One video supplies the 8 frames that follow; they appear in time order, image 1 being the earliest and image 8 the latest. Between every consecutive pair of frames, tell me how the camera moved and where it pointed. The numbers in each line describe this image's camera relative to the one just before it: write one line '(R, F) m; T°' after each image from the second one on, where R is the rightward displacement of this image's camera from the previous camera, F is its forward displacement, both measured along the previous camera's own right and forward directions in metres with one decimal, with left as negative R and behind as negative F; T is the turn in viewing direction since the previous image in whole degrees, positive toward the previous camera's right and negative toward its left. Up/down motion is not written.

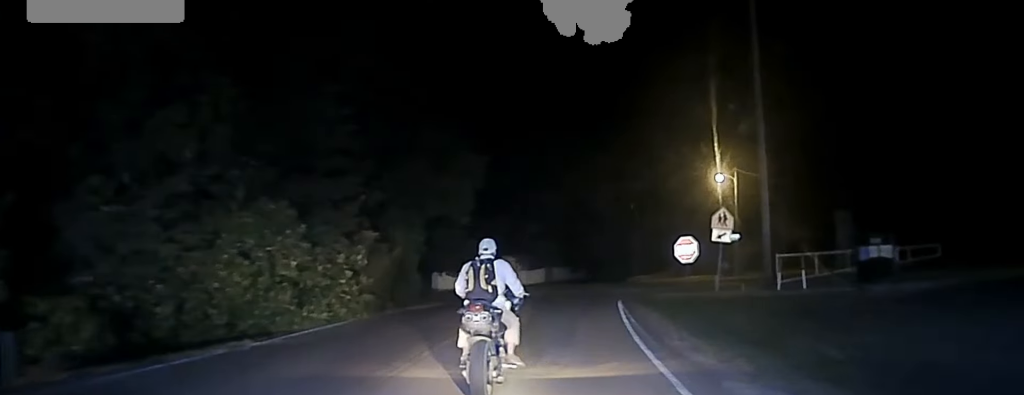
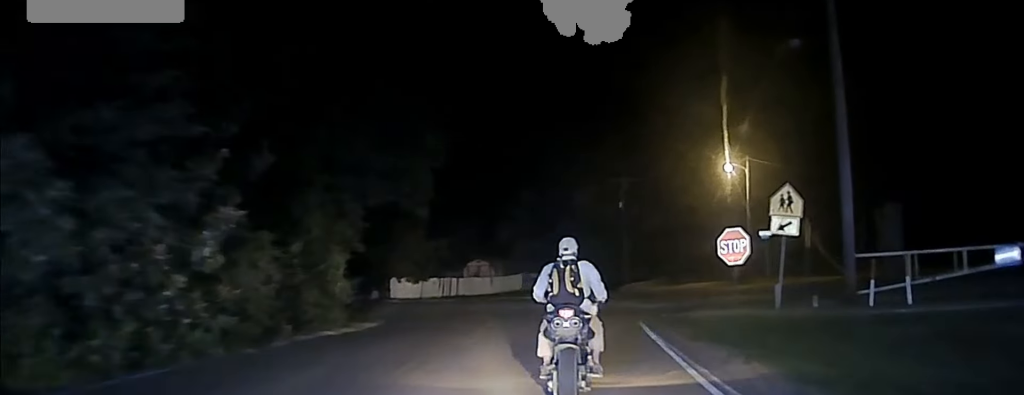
(+0.5, +11.0) m; +1°
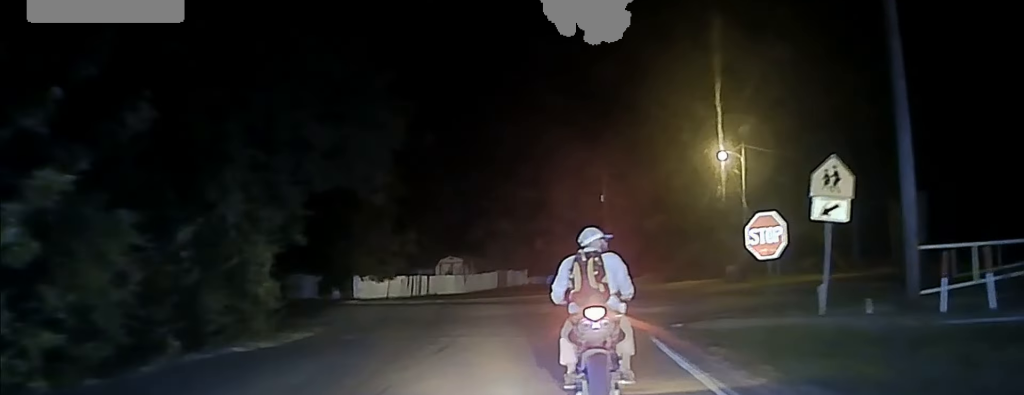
(-0.1, +4.8) m; -2°
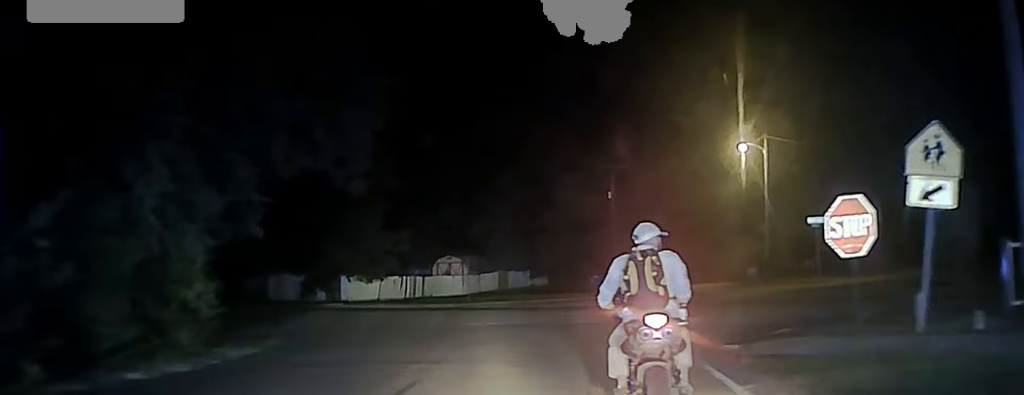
(-0.2, +4.7) m; -3°
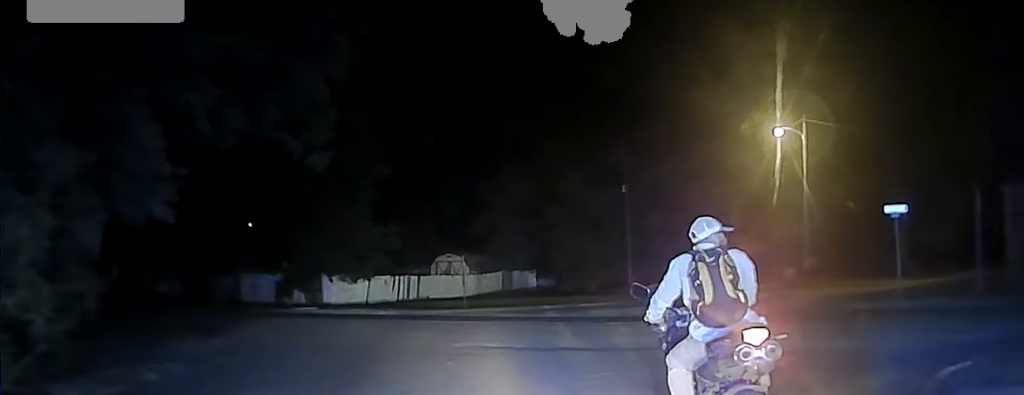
(0.0, +6.0) m; +3°
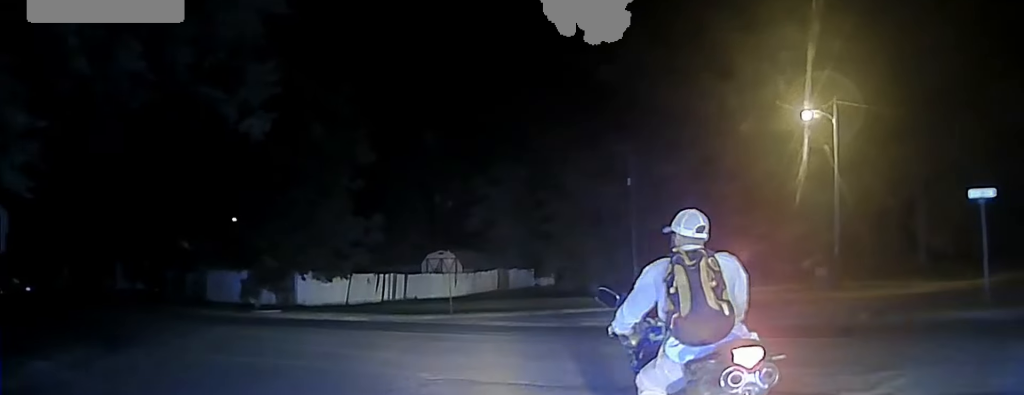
(+0.2, +4.6) m; +2°
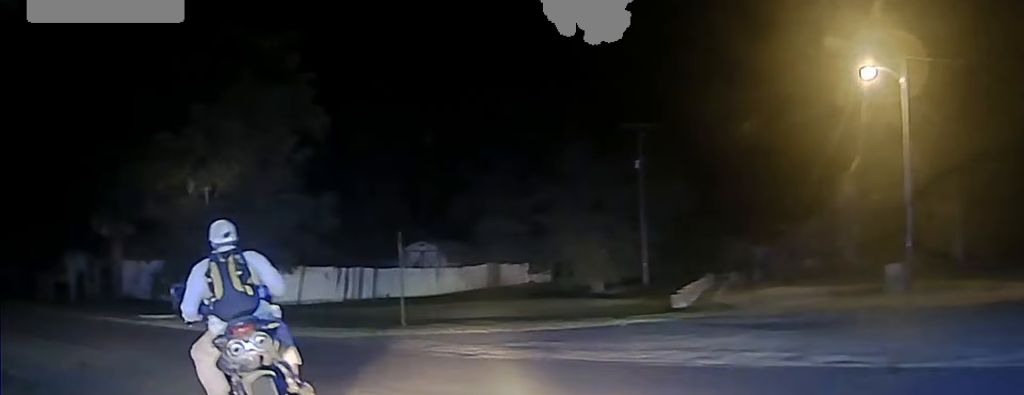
(-0.8, +8.9) m; -20°
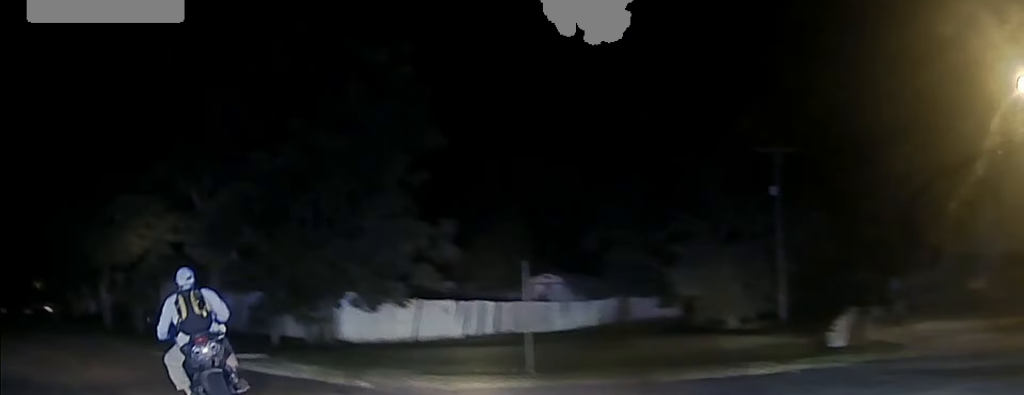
(-0.3, +3.7) m; -14°
